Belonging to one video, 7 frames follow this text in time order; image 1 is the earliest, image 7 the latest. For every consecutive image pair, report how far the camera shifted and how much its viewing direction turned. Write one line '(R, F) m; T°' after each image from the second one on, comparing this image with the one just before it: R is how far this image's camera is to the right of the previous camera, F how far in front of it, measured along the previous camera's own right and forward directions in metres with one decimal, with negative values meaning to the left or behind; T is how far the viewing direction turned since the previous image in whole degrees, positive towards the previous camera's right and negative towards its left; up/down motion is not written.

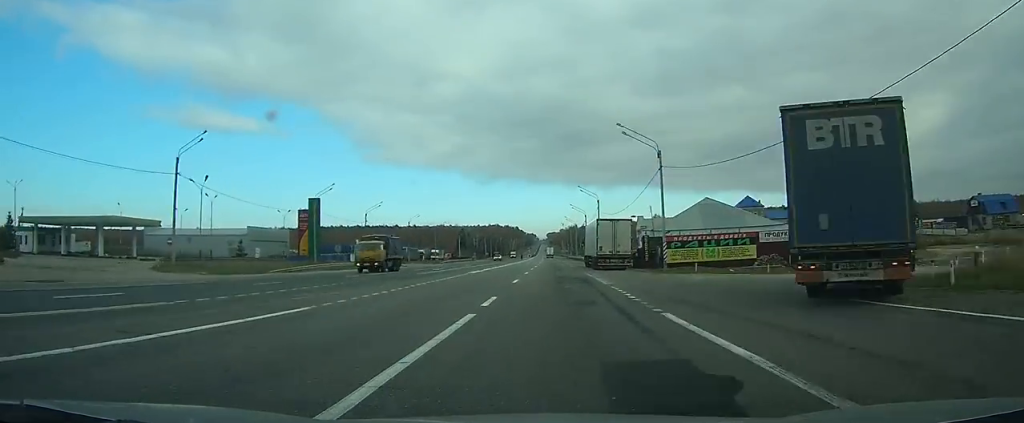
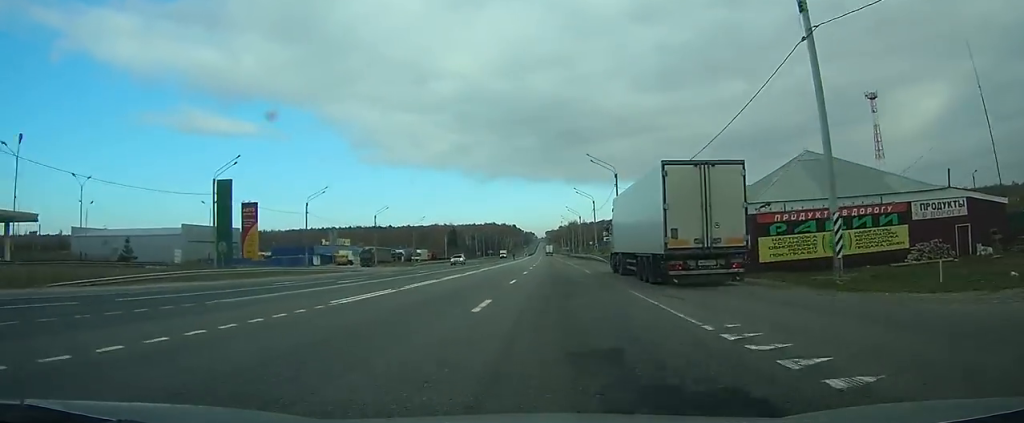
(+0.1, +24.9) m; 0°
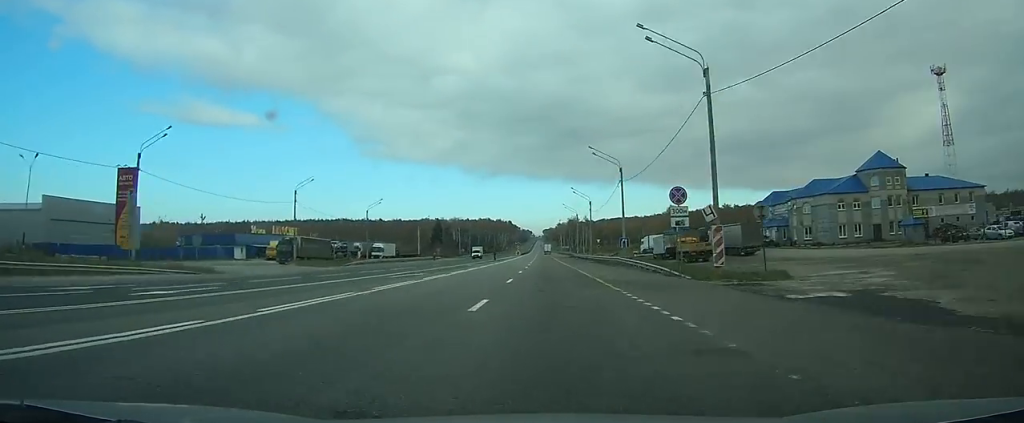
(+0.1, +33.4) m; 0°
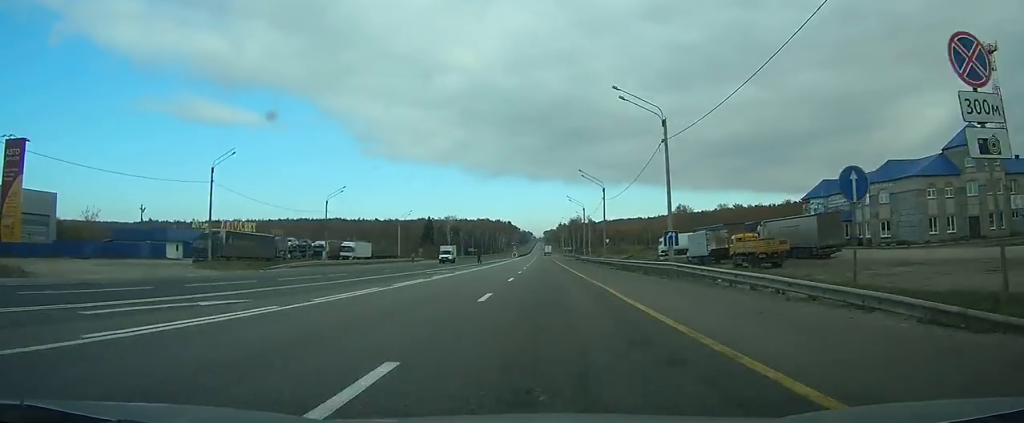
(0.0, +19.4) m; 0°
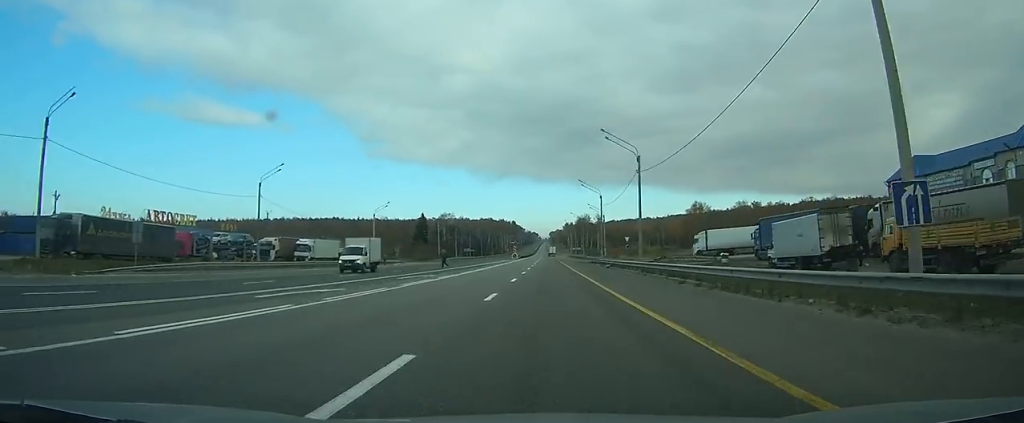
(-0.1, +24.1) m; 0°
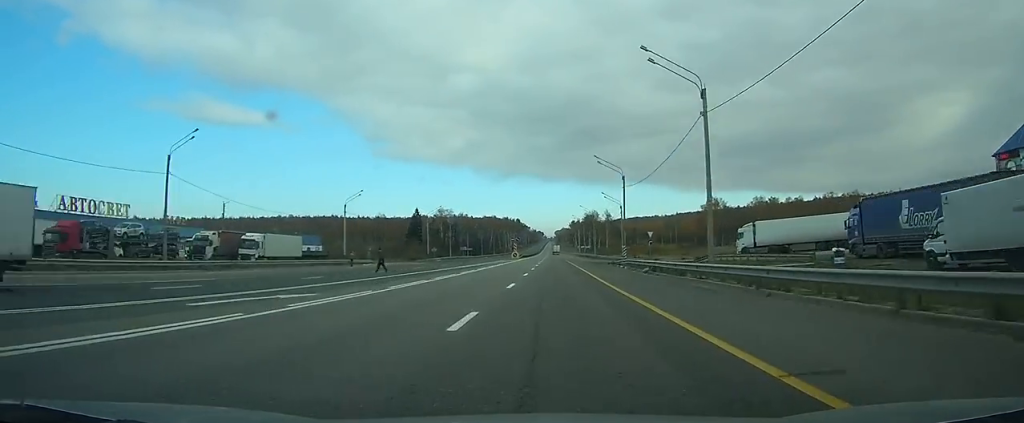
(0.0, +19.6) m; 0°
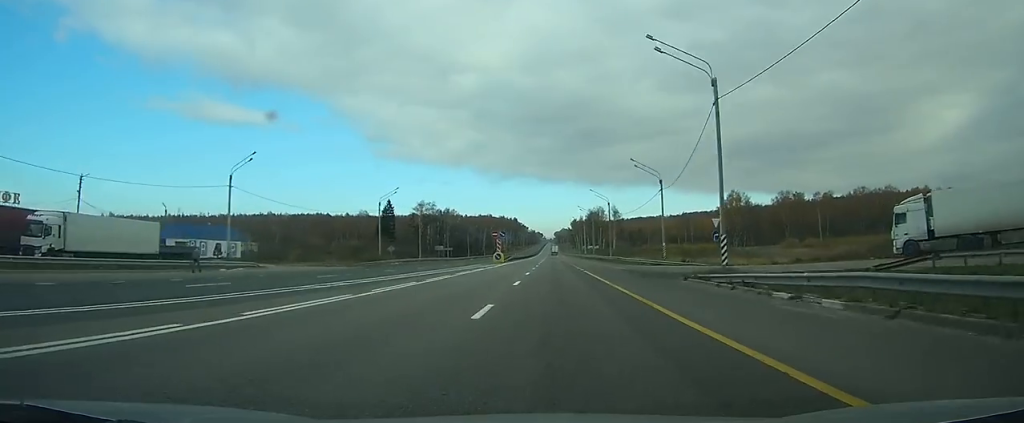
(-0.1, +37.9) m; 0°
